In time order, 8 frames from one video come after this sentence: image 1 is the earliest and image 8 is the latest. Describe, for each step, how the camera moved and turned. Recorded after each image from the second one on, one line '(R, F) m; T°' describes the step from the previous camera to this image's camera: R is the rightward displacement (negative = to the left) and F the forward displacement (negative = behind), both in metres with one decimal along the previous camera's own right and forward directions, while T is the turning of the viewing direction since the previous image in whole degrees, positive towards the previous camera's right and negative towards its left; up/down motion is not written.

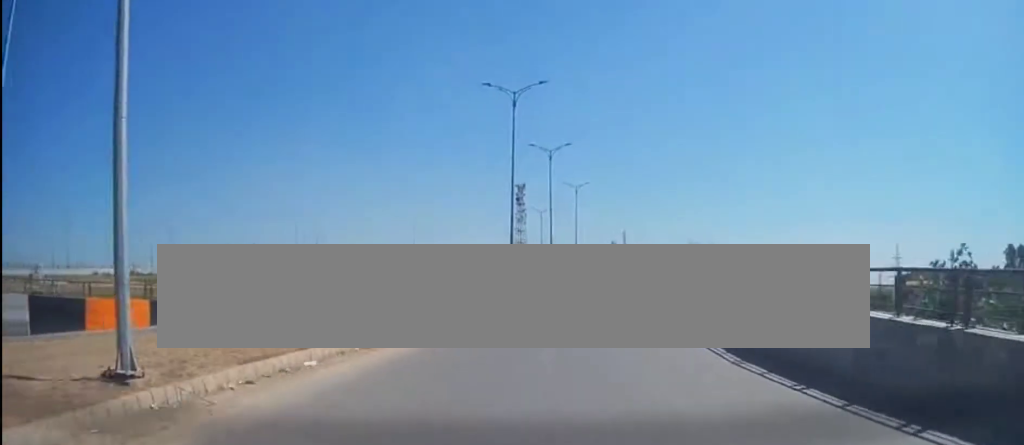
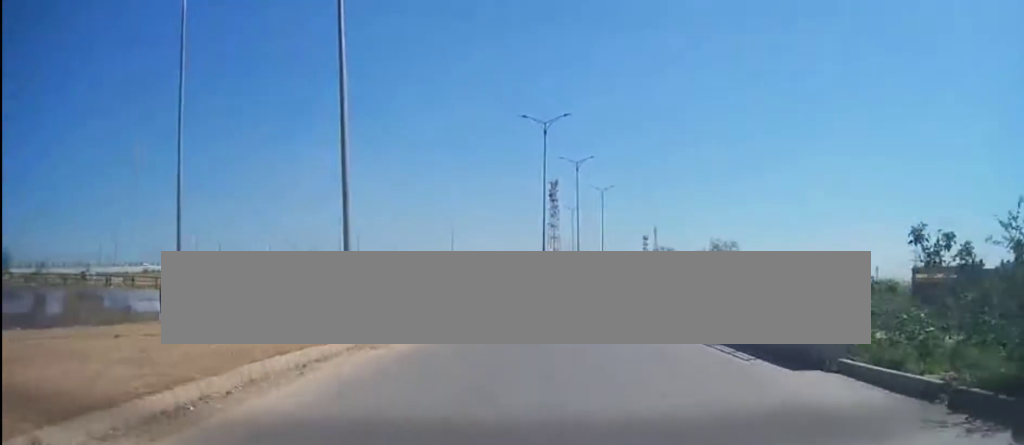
(-0.2, +8.6) m; -4°
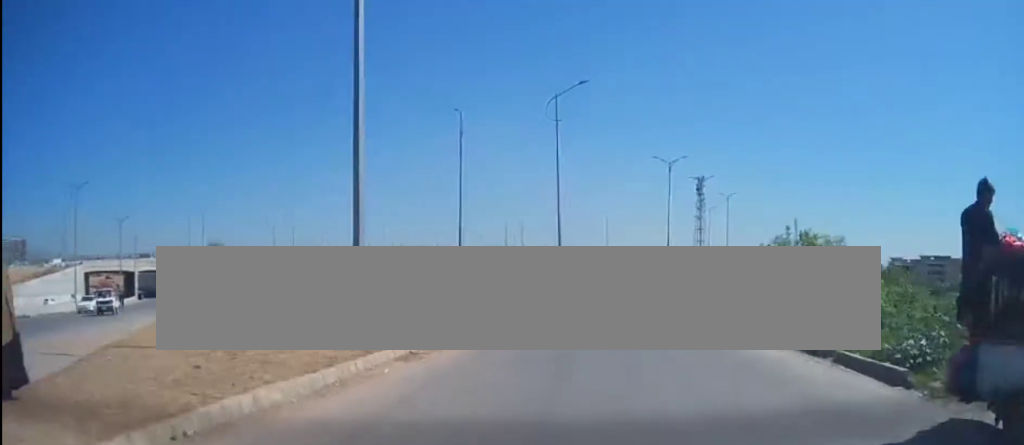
(-2.8, +20.9) m; -15°
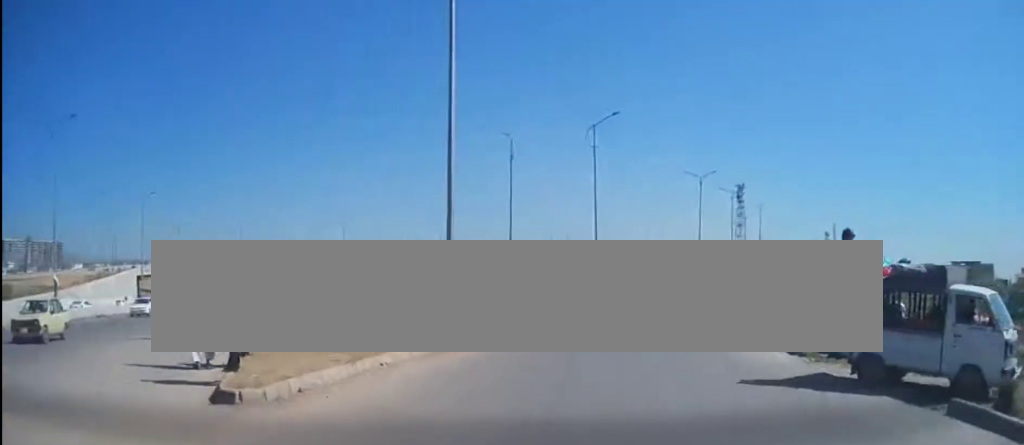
(-0.1, +5.8) m; -3°
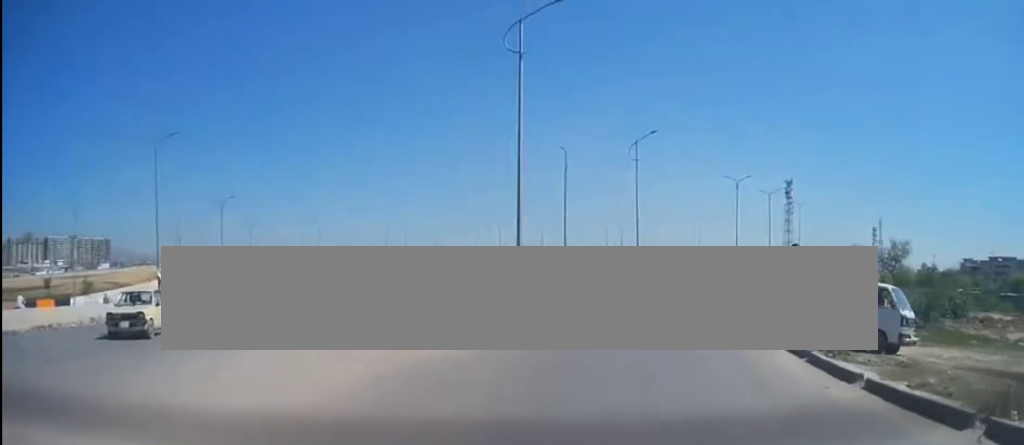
(-0.4, +7.2) m; -4°
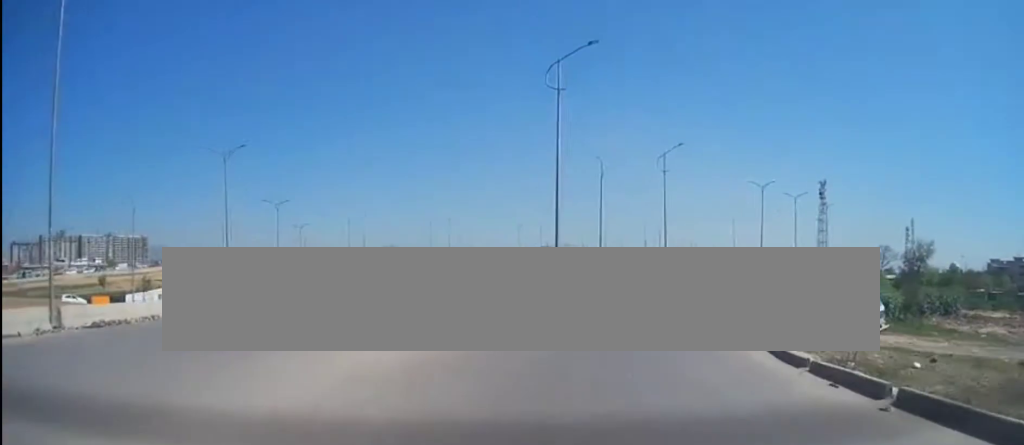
(0.0, +5.3) m; -4°
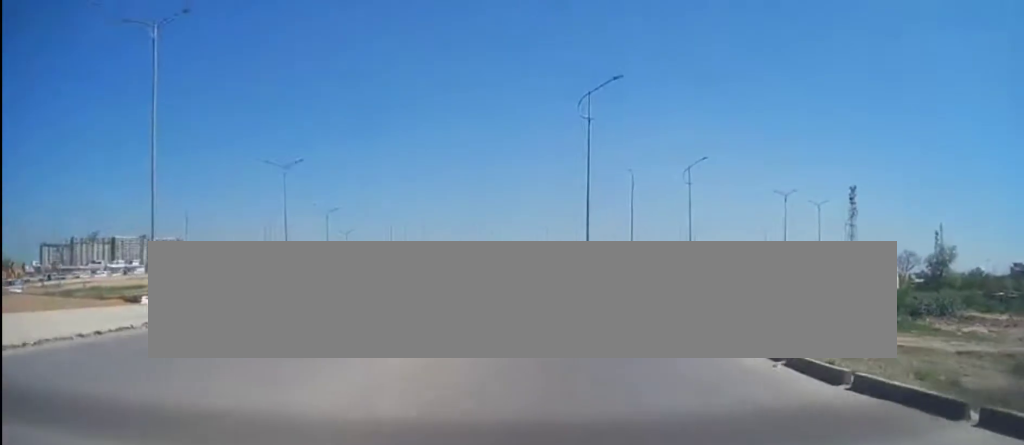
(0.0, +4.7) m; -4°
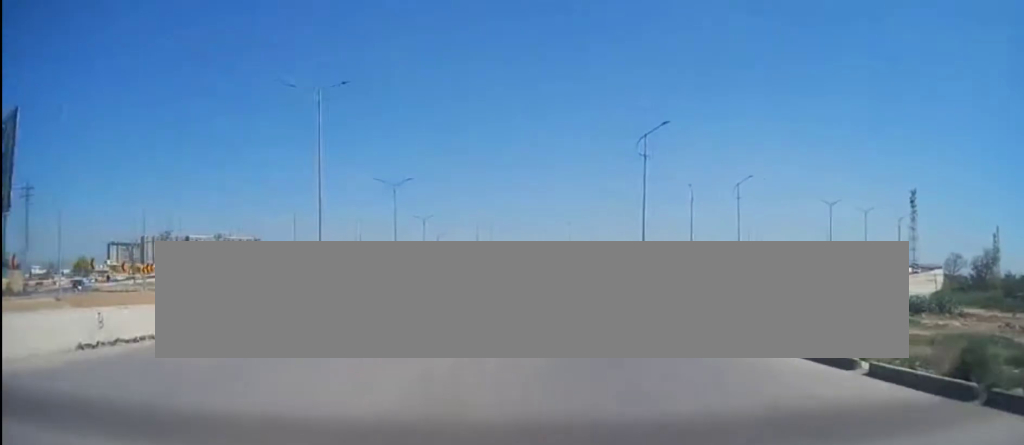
(-1.1, +10.6) m; -8°
